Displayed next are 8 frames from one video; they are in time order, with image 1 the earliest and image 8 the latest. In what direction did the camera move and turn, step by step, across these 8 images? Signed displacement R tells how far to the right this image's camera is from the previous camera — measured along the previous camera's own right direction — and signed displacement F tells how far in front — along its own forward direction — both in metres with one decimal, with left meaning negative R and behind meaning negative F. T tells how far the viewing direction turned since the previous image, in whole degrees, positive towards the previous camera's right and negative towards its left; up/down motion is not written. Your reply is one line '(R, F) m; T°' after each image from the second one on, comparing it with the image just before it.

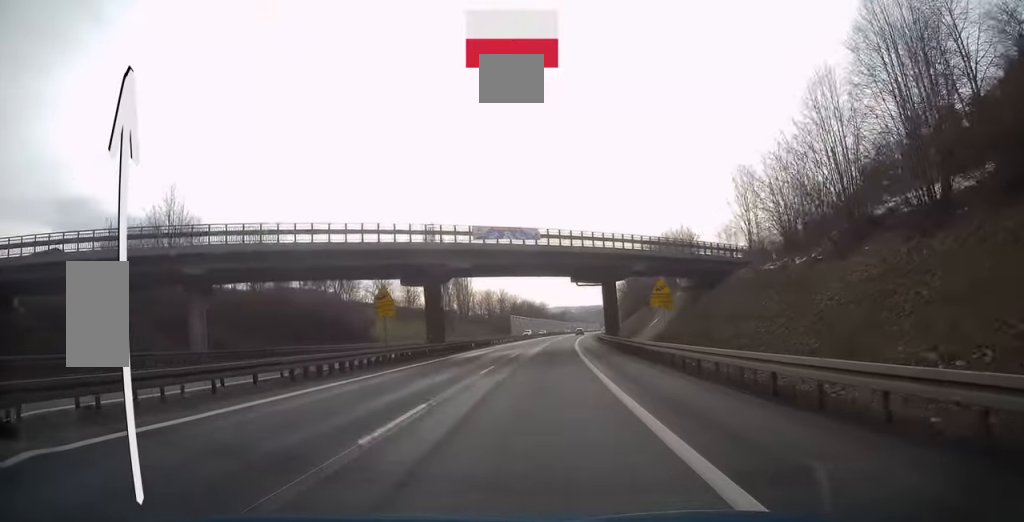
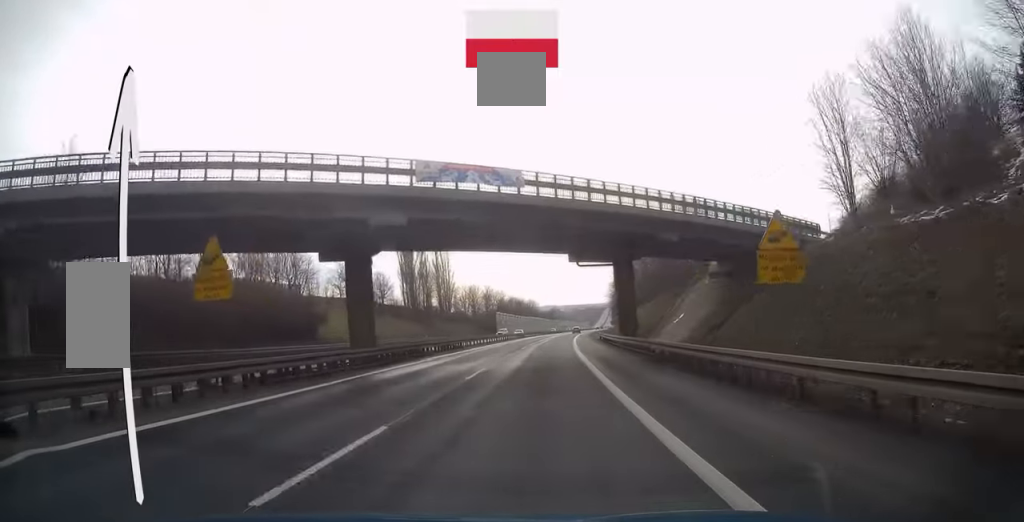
(+0.1, +14.8) m; +1°
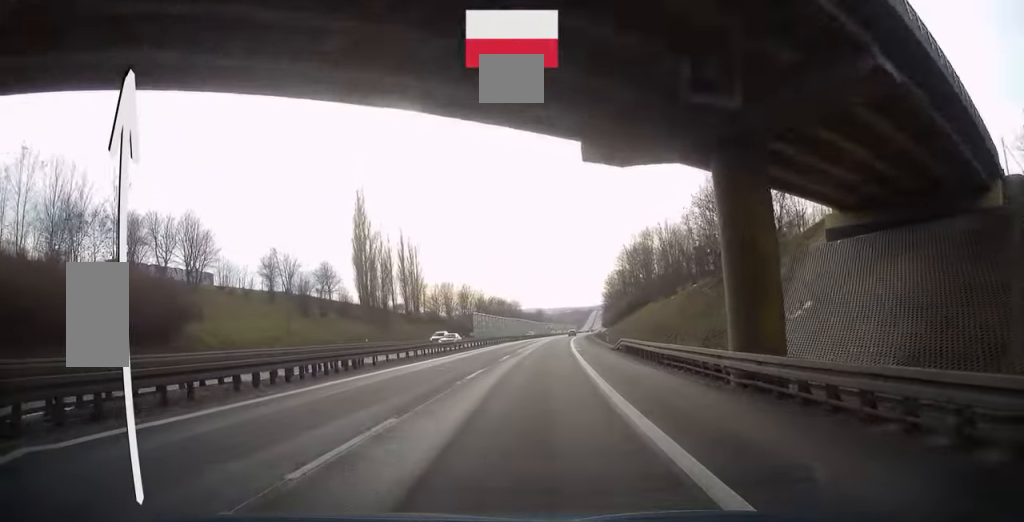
(+0.2, +23.1) m; +1°
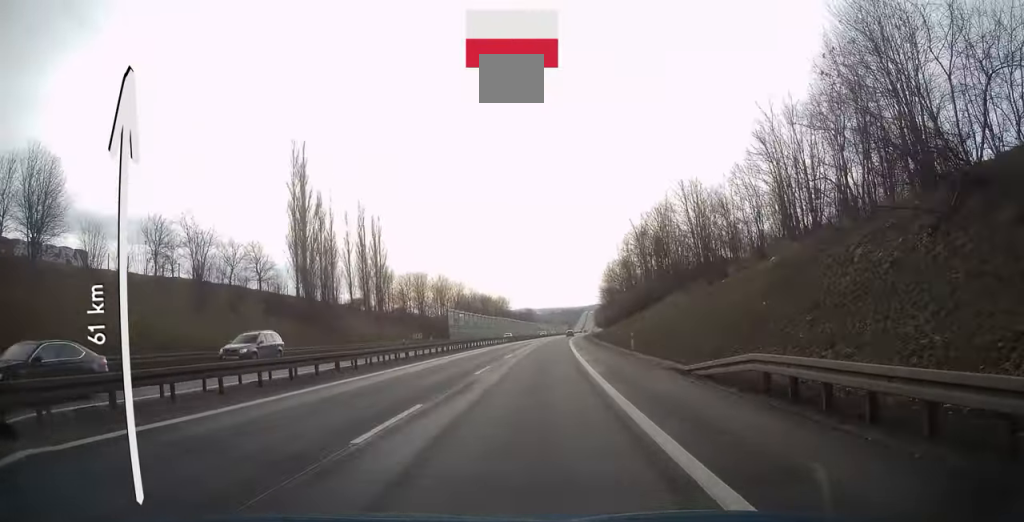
(+0.3, +22.2) m; +1°
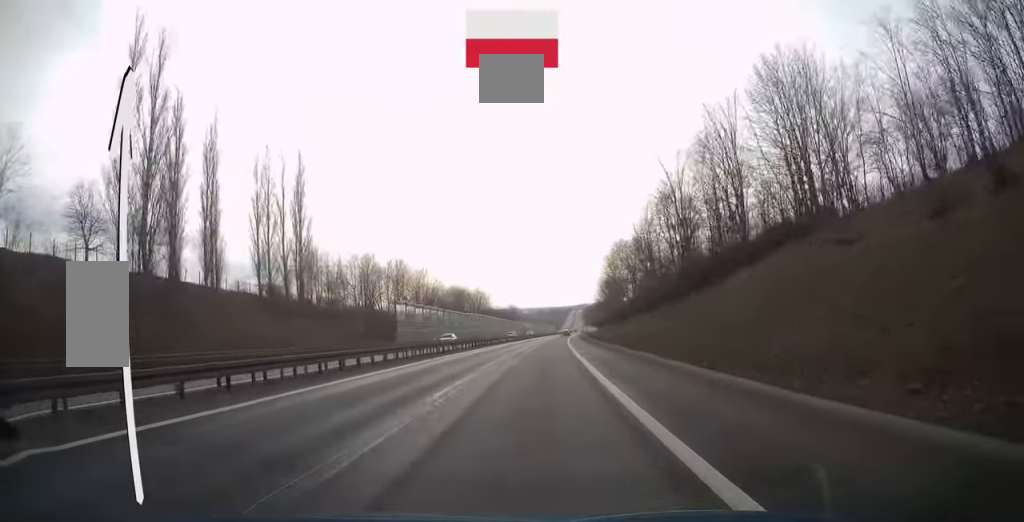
(+0.4, +31.4) m; +1°
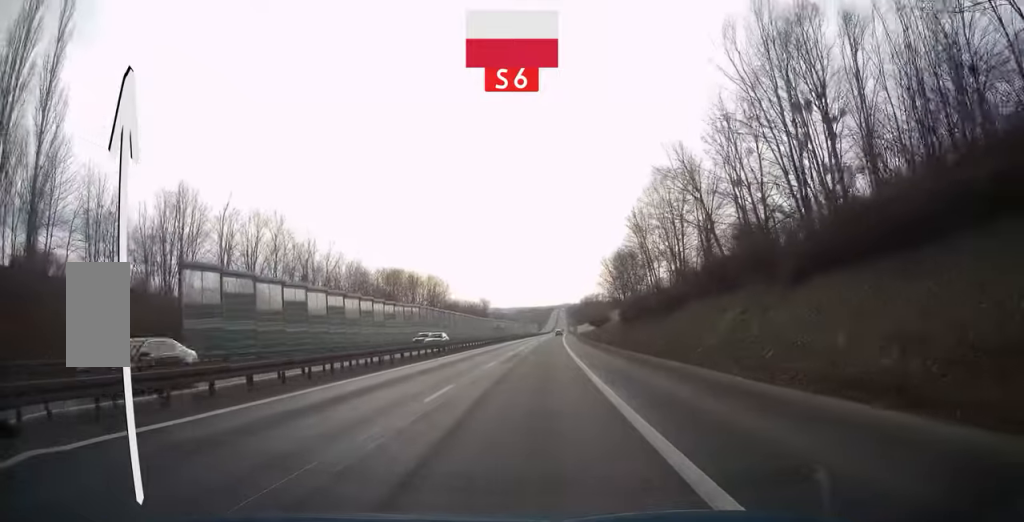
(+0.8, +48.5) m; +2°
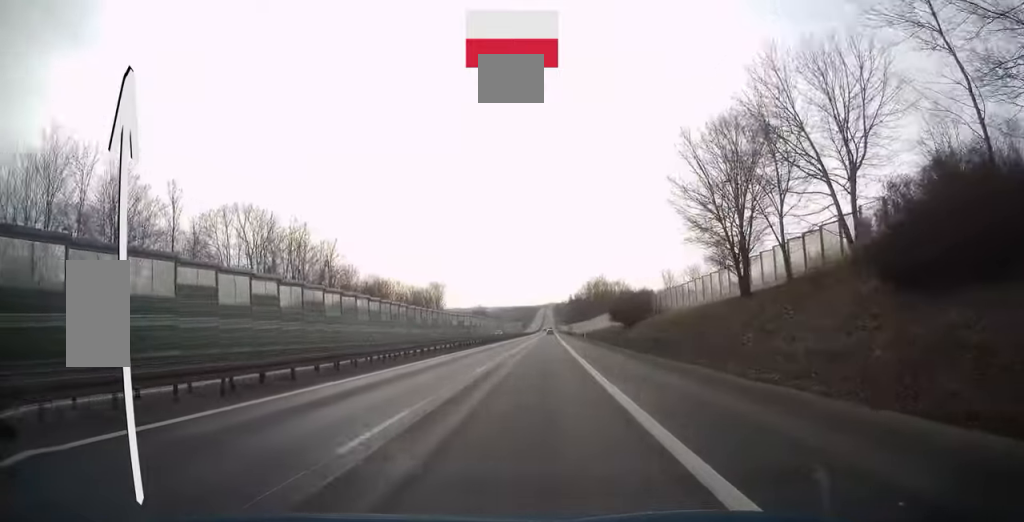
(+0.8, +65.2) m; +1°
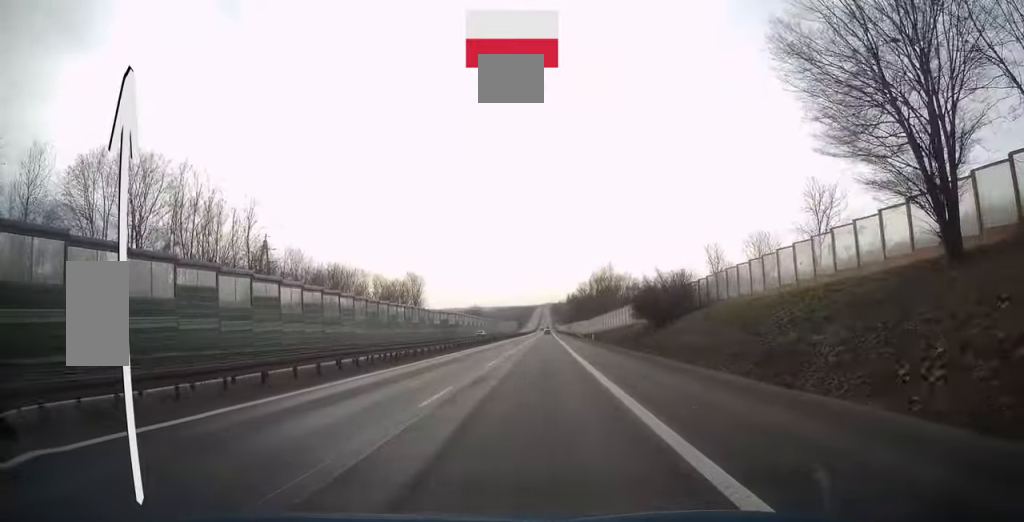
(+0.1, +20.0) m; 0°
